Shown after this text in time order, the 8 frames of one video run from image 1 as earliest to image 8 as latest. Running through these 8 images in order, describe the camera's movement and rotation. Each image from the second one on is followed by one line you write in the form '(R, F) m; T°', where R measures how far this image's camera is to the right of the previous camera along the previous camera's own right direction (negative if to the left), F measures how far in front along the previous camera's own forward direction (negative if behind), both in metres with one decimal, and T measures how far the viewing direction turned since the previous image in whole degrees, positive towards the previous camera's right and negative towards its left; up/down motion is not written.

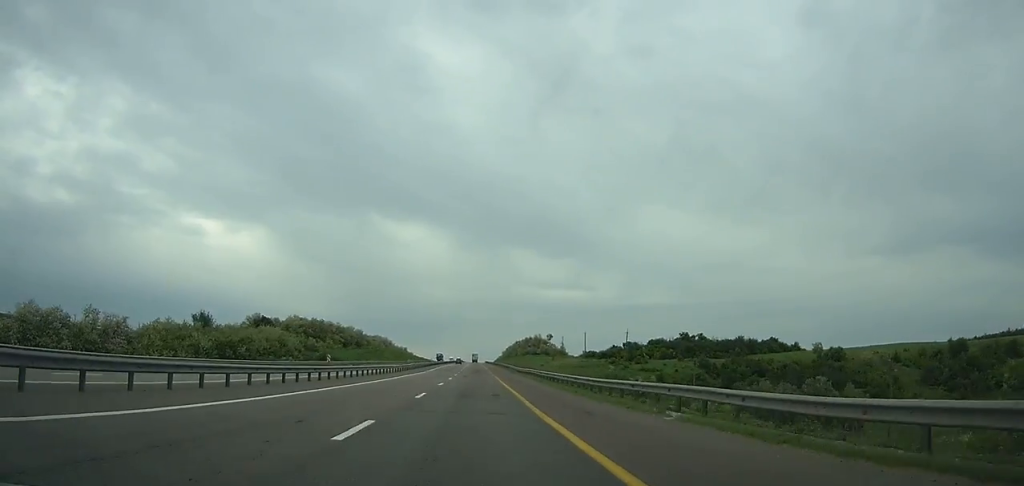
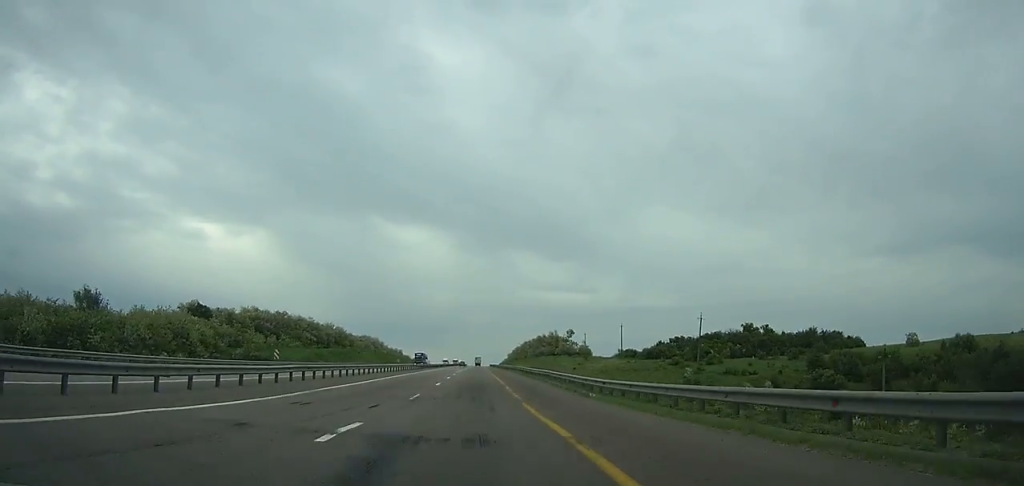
(0.0, +44.4) m; 0°
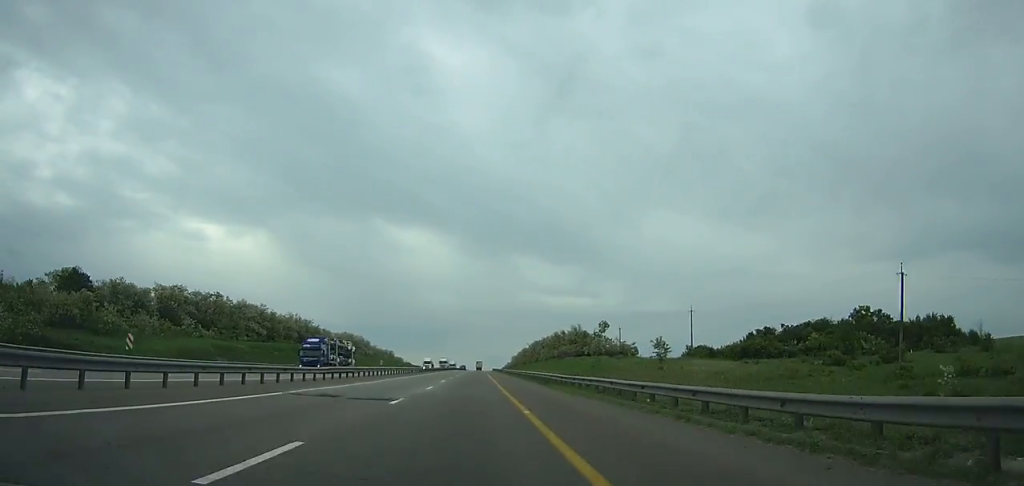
(-0.2, +49.8) m; 0°
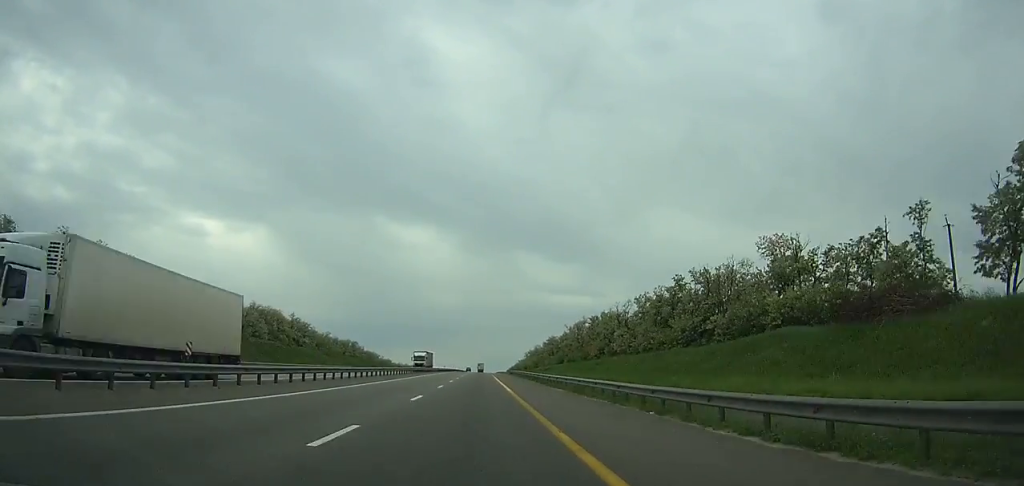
(-0.2, +120.4) m; 0°
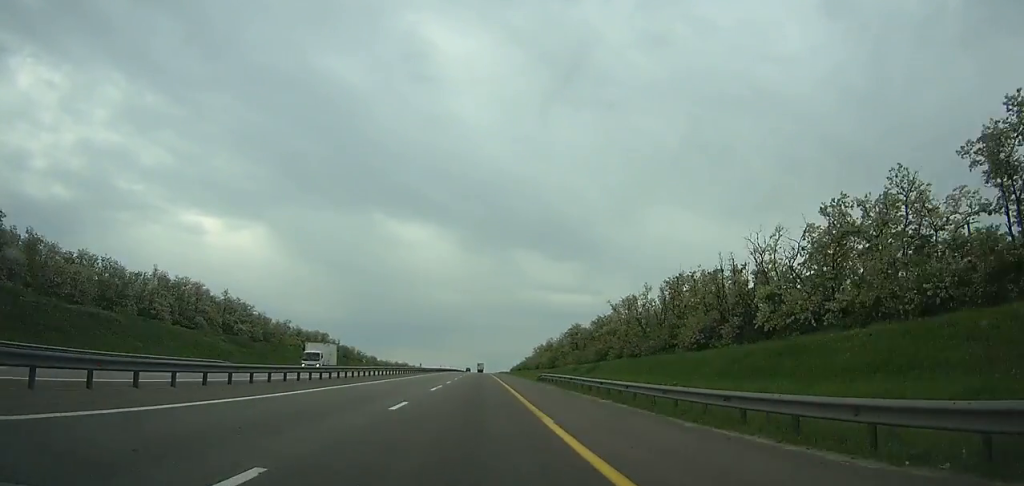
(0.0, +54.3) m; 0°
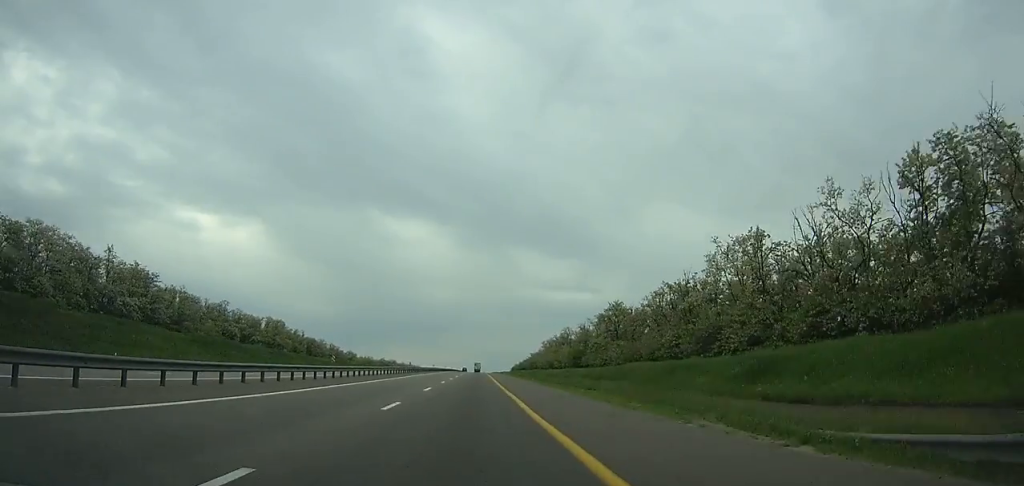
(0.0, +48.0) m; 0°
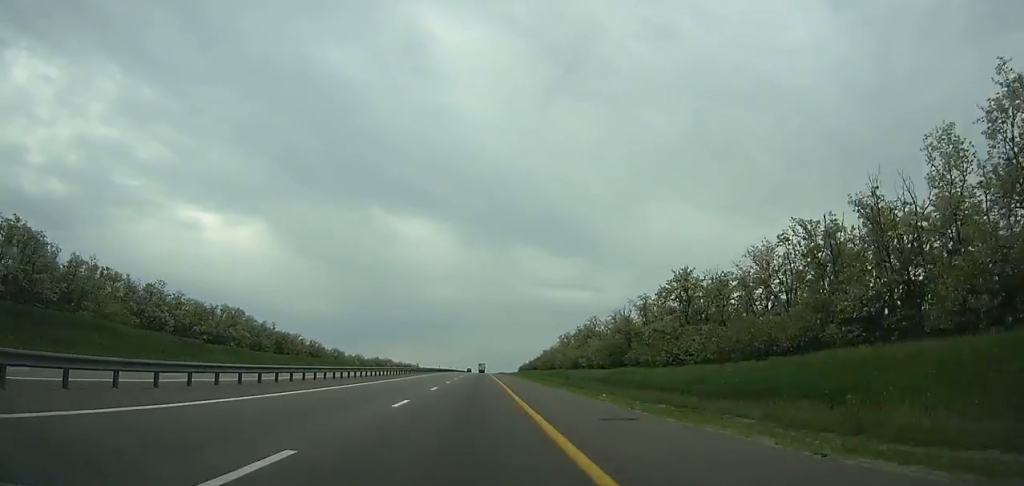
(0.0, +32.2) m; 0°
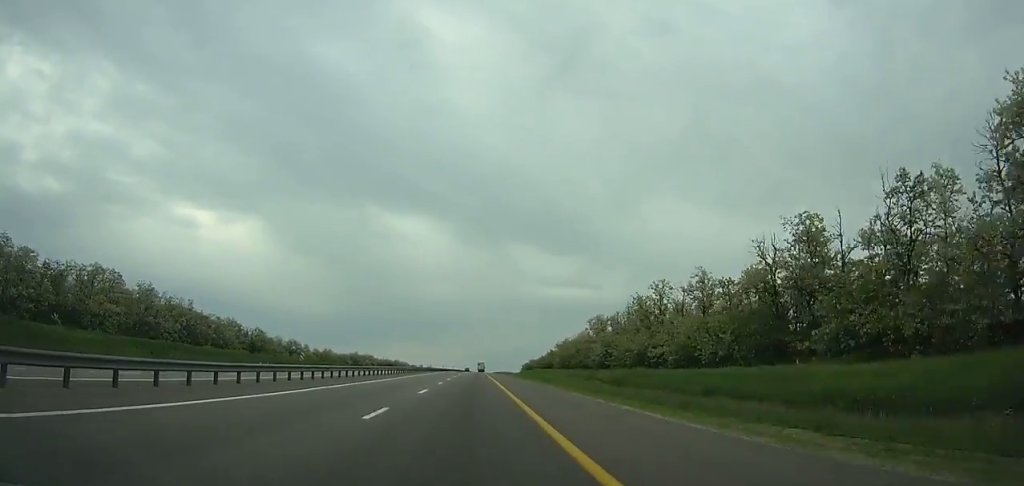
(+0.1, +49.2) m; 0°
